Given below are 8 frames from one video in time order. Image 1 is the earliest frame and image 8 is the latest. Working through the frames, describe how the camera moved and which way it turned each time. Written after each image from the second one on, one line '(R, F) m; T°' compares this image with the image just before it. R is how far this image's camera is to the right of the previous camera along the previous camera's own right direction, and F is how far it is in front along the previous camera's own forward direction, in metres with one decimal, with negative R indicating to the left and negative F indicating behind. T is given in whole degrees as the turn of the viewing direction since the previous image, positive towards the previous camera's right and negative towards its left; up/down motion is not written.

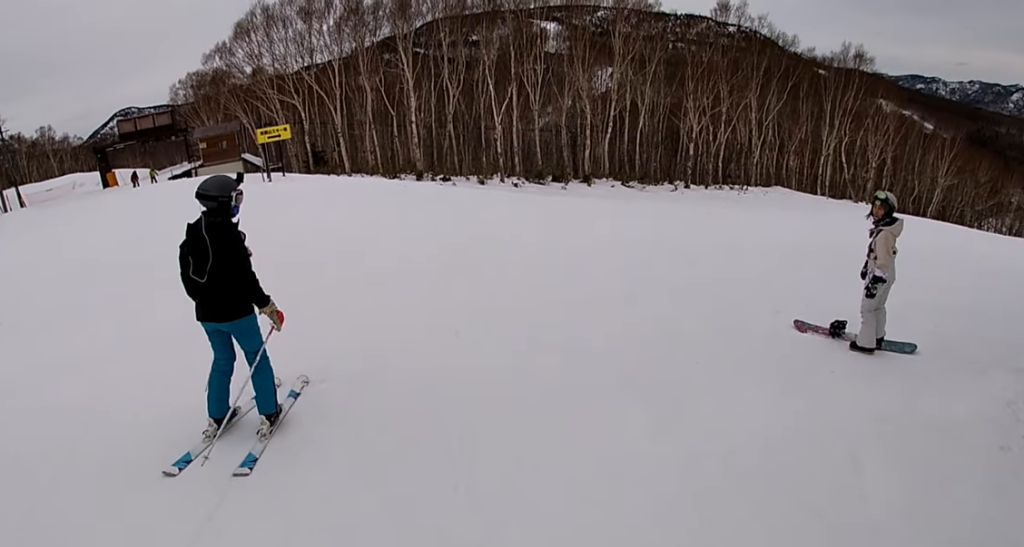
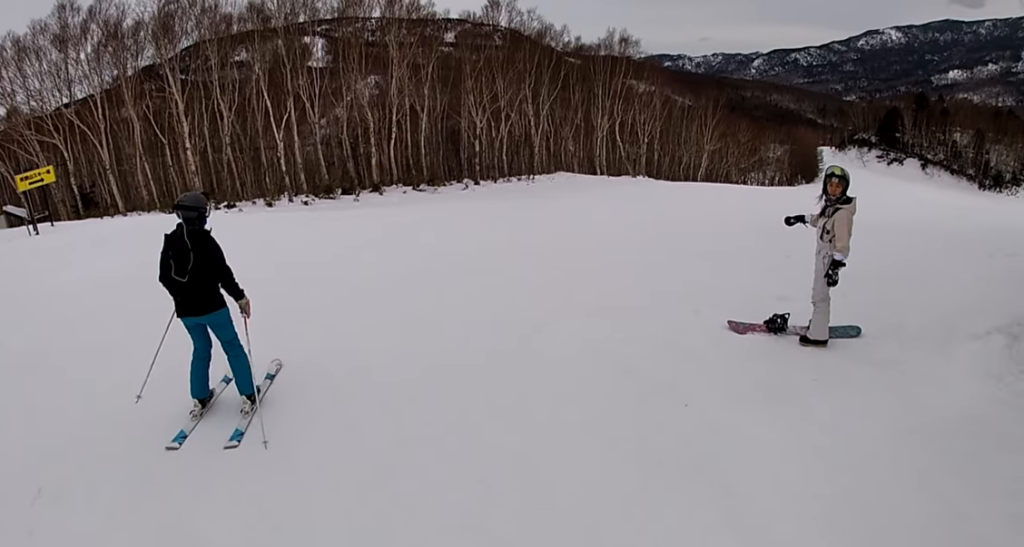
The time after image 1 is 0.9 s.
(+1.3, +2.1) m; +32°
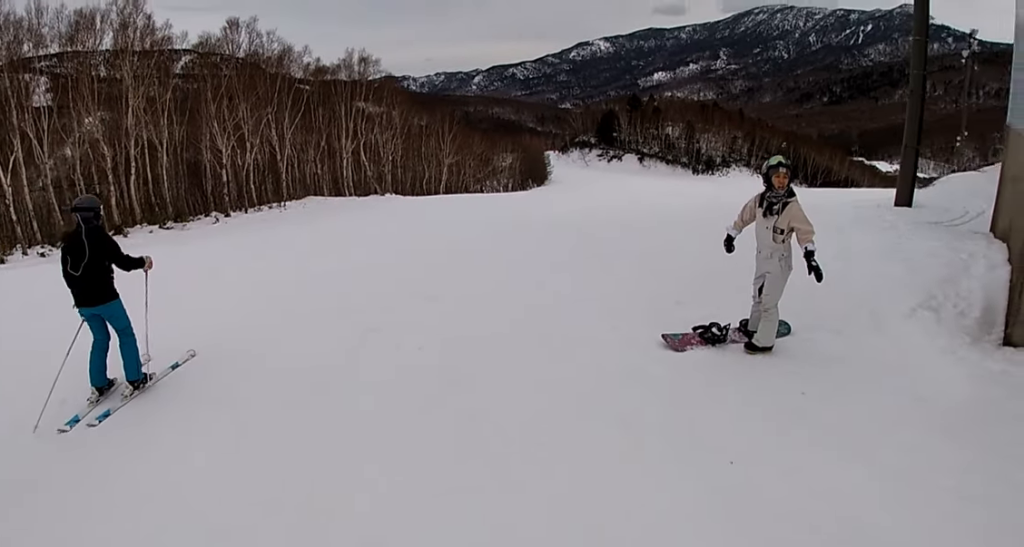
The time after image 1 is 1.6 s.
(0.0, +2.4) m; +14°
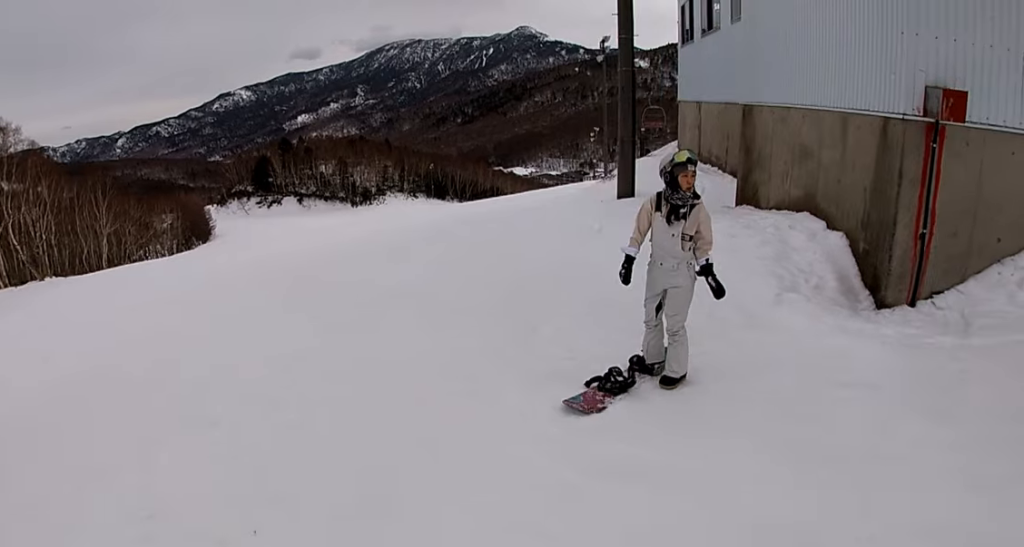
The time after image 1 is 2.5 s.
(+0.6, +2.5) m; +27°
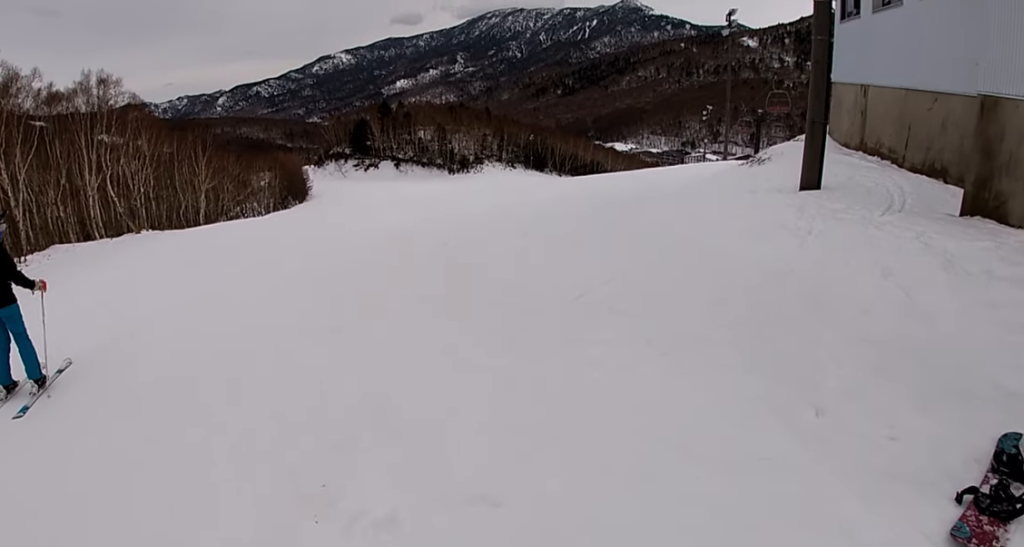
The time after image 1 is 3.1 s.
(+0.4, +2.0) m; +13°
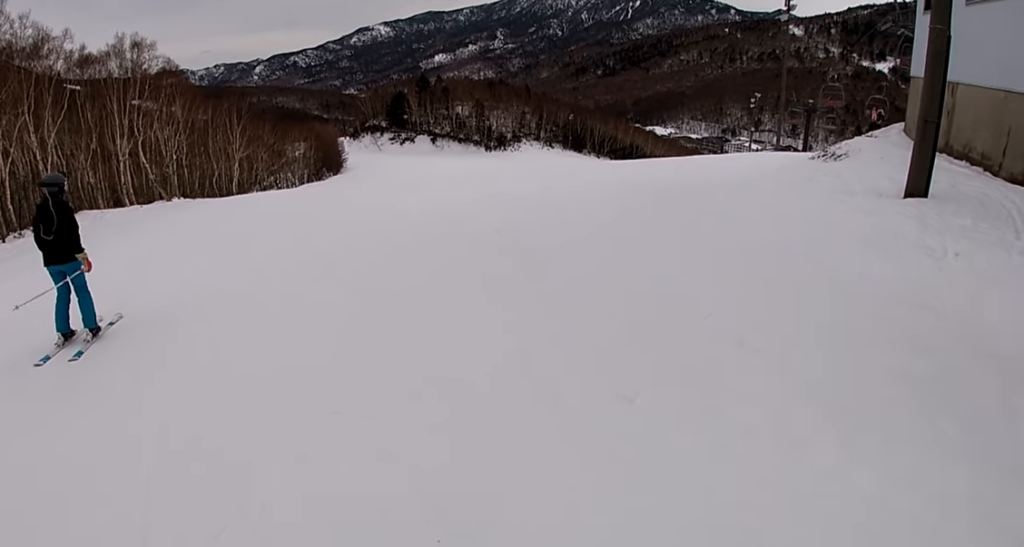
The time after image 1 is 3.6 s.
(+0.5, +1.3) m; 0°
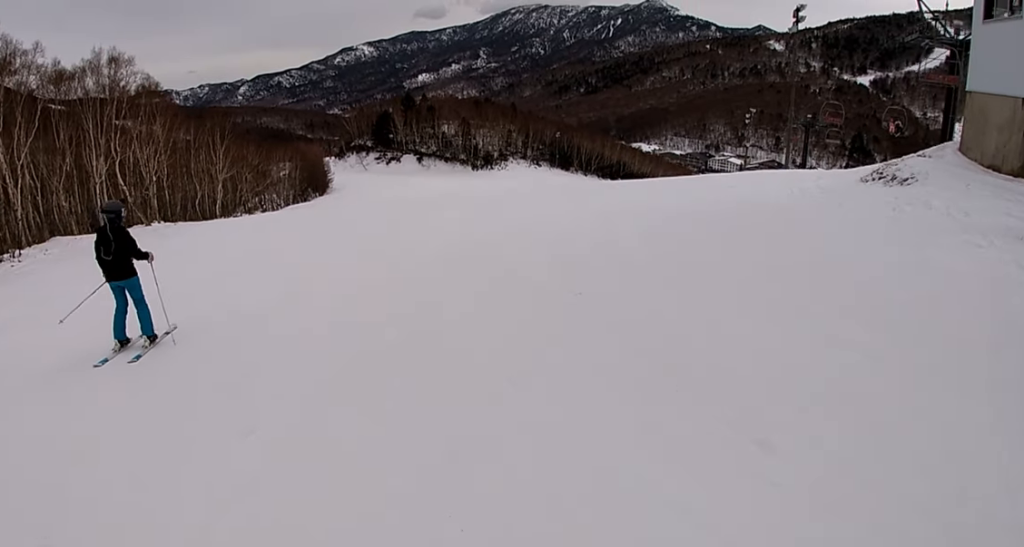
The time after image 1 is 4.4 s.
(-0.3, +3.0) m; -3°
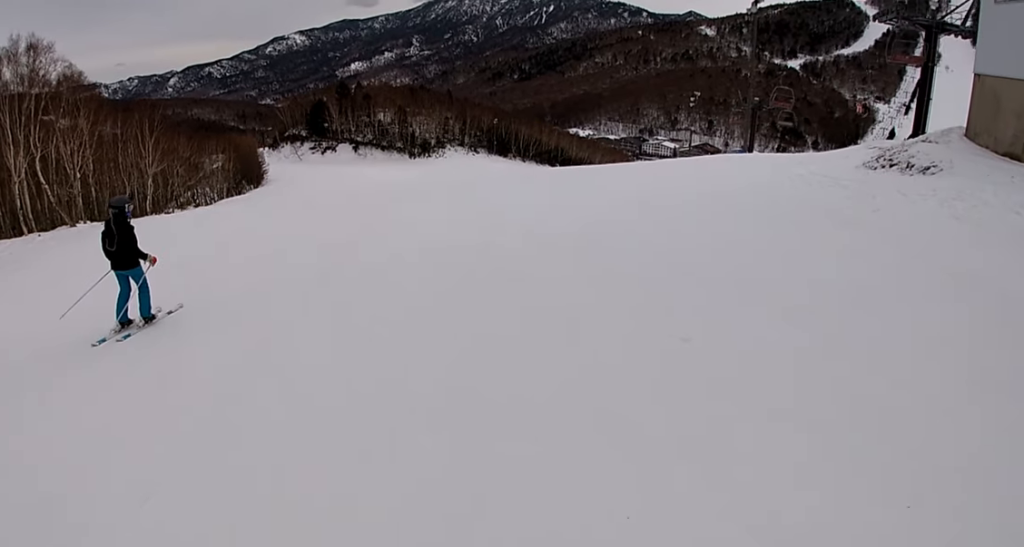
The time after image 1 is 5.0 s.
(-0.3, +2.8) m; -1°
